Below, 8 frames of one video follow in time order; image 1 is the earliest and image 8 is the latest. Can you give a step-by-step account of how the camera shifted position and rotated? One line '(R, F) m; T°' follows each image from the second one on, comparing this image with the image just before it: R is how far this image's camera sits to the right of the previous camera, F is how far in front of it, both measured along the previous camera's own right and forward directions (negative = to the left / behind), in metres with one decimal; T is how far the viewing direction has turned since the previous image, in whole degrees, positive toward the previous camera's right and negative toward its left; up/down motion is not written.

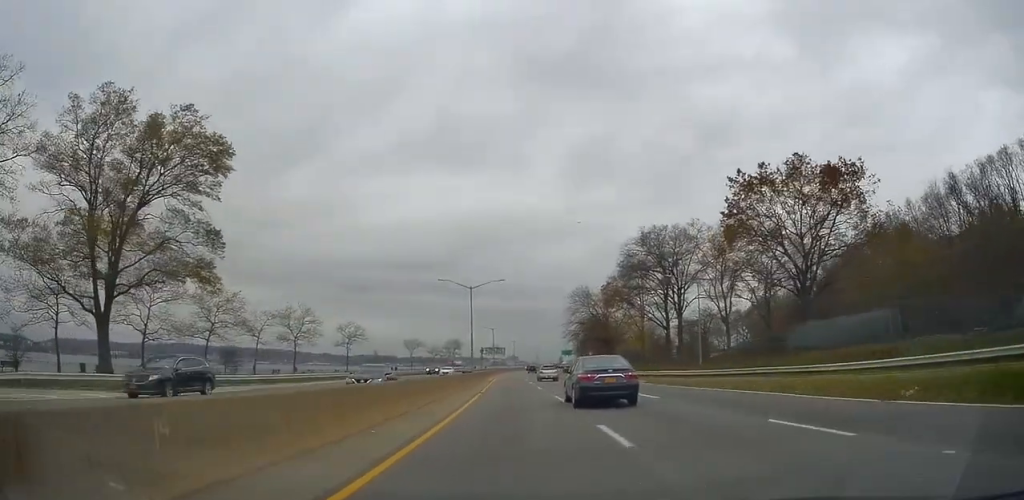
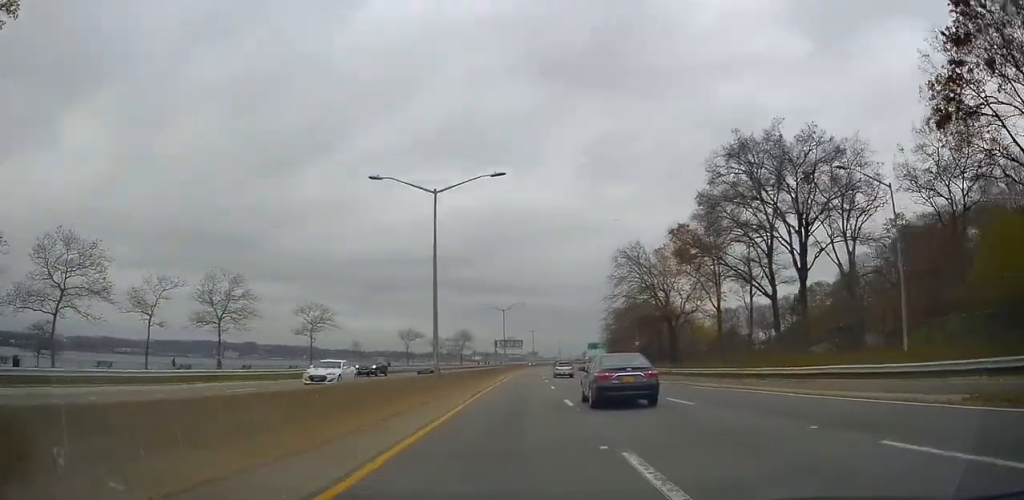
(-0.6, +28.5) m; -3°
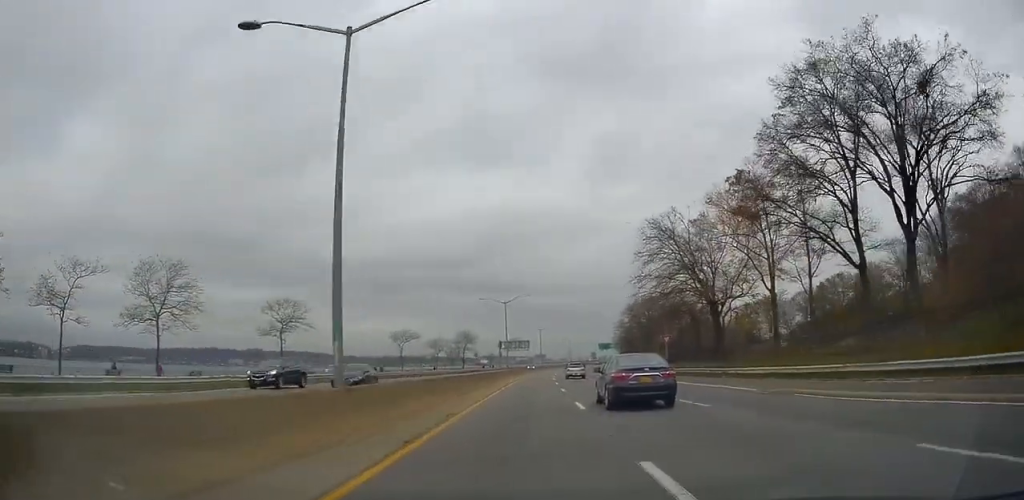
(-0.3, +13.0) m; -1°
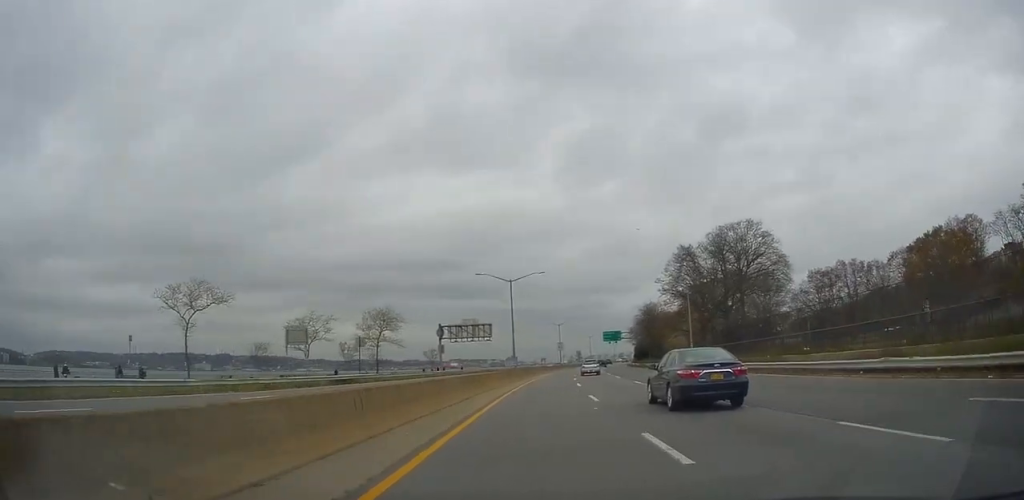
(-2.0, +70.7) m; -2°
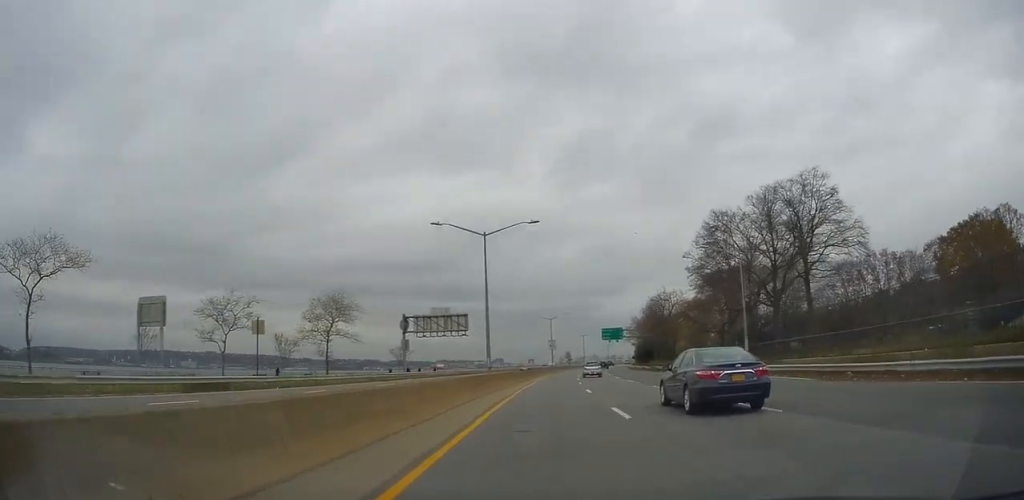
(+0.2, +17.9) m; 0°
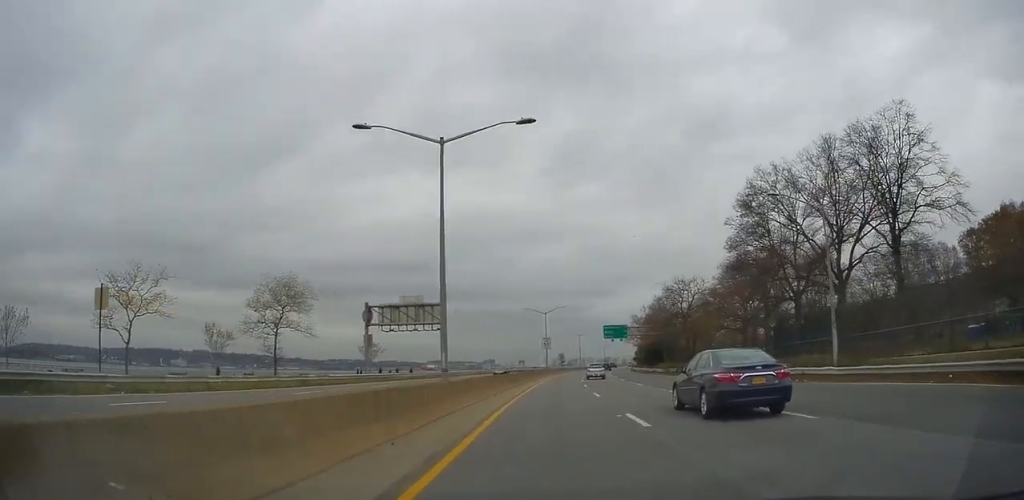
(-0.2, +13.4) m; 0°
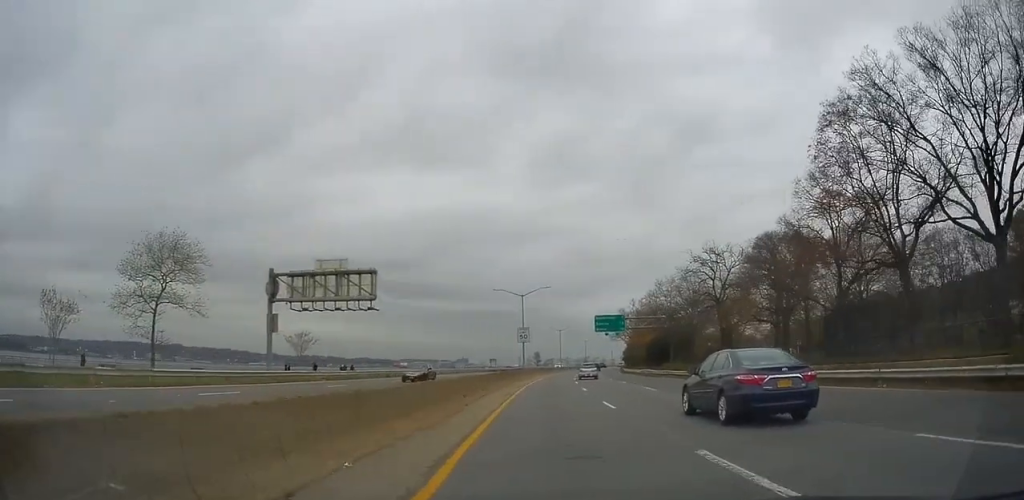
(+0.2, +18.4) m; +1°
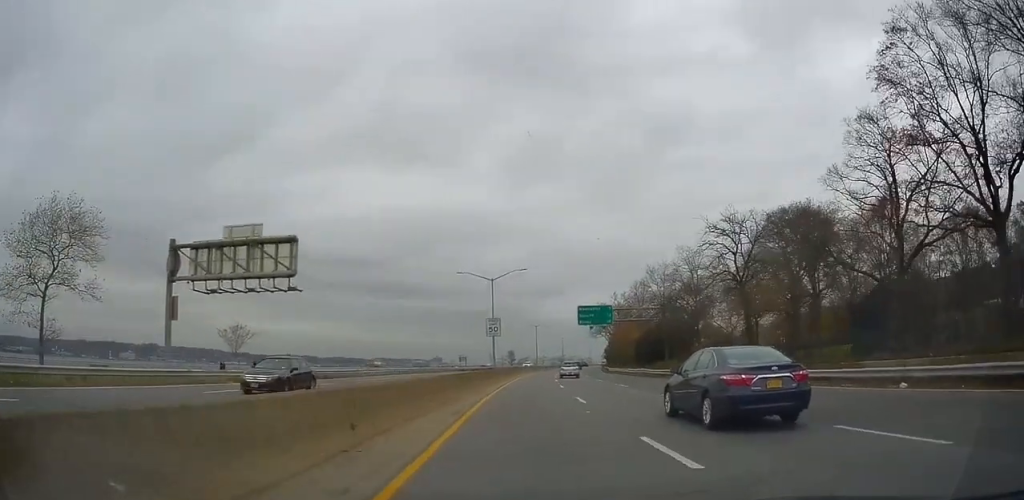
(-0.1, +10.2) m; +1°
